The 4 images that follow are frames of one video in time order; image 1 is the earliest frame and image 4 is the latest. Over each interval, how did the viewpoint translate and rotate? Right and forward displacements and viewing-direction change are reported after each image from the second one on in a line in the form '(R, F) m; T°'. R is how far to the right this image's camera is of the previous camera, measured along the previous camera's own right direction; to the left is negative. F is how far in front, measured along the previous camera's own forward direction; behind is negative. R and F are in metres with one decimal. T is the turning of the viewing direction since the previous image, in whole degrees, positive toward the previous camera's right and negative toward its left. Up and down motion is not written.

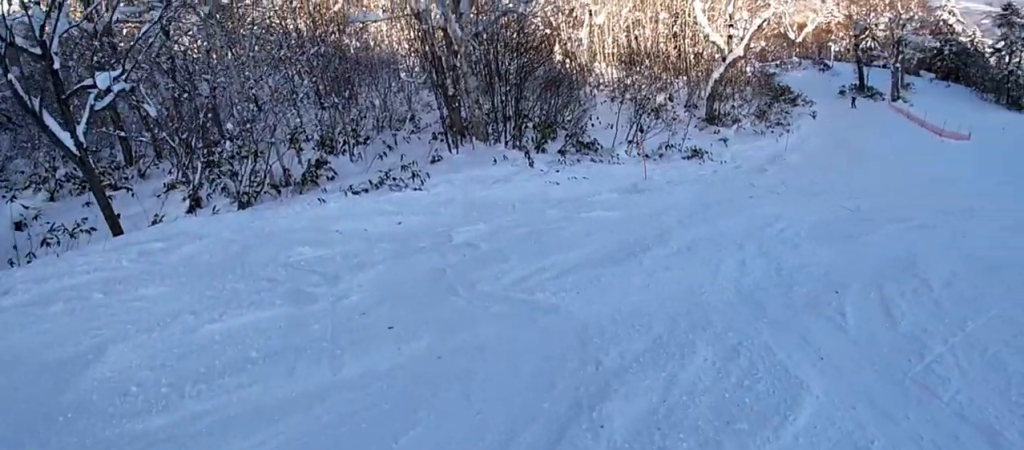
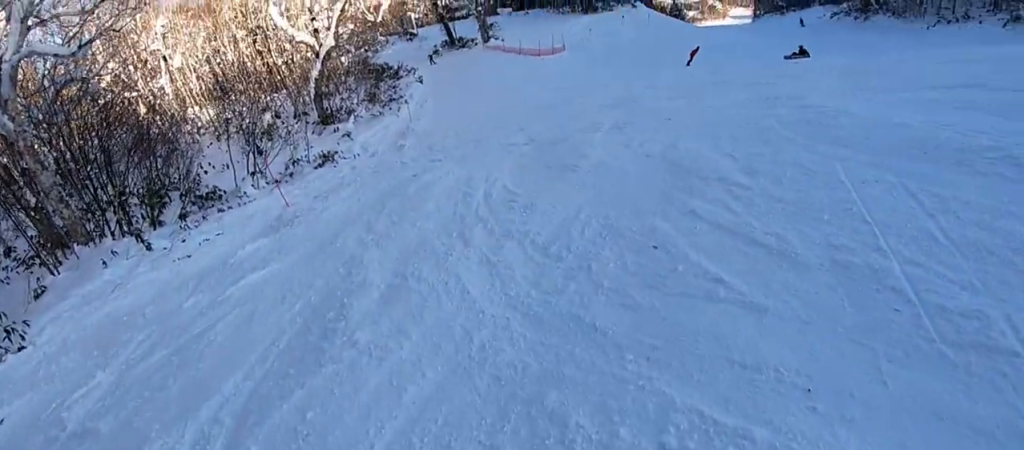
(+0.1, +1.8) m; +11°
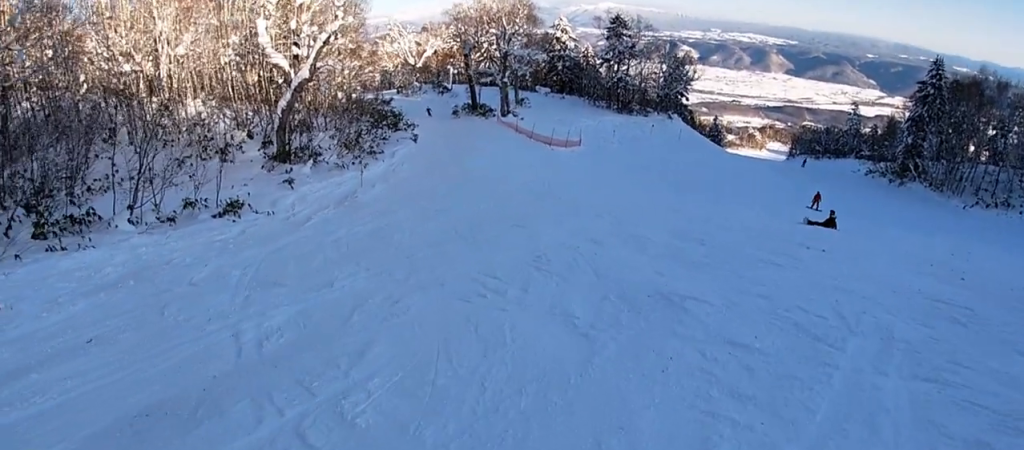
(+2.1, +6.8) m; +24°
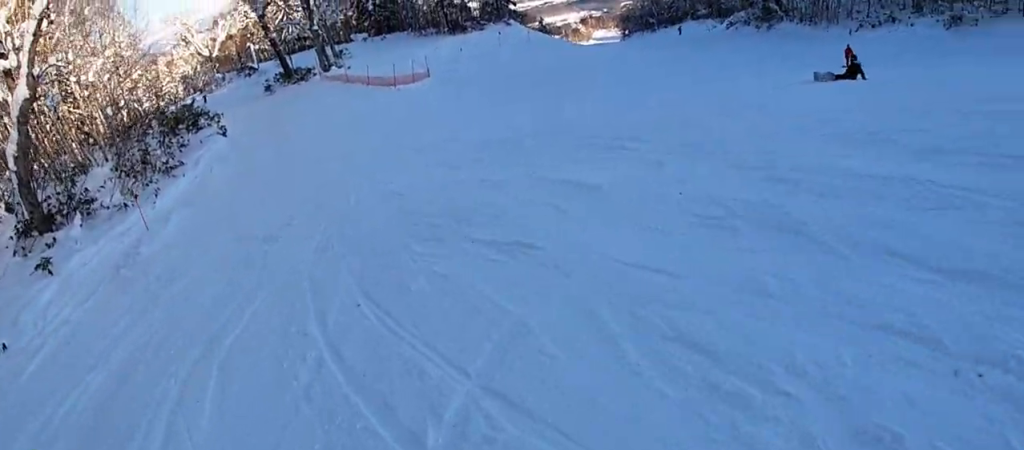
(+0.2, +8.9) m; +1°
